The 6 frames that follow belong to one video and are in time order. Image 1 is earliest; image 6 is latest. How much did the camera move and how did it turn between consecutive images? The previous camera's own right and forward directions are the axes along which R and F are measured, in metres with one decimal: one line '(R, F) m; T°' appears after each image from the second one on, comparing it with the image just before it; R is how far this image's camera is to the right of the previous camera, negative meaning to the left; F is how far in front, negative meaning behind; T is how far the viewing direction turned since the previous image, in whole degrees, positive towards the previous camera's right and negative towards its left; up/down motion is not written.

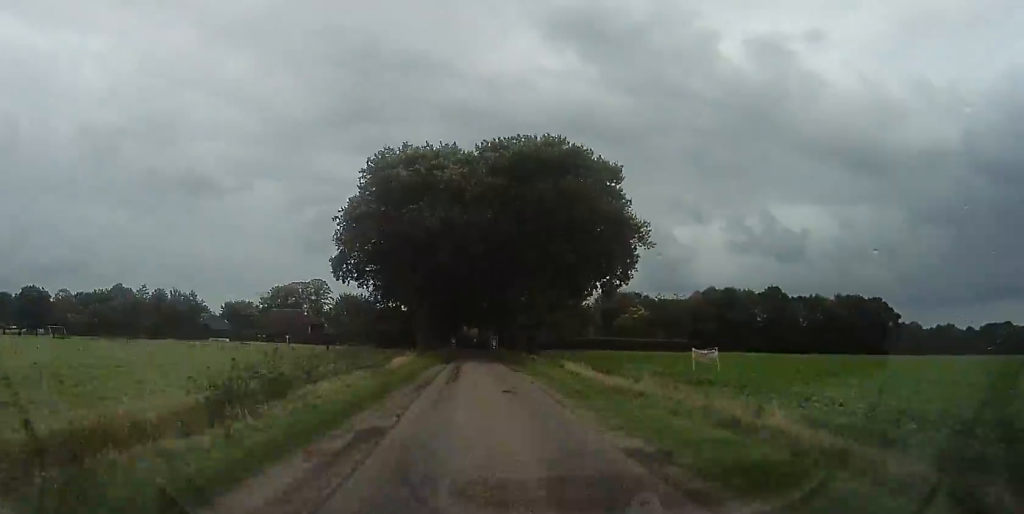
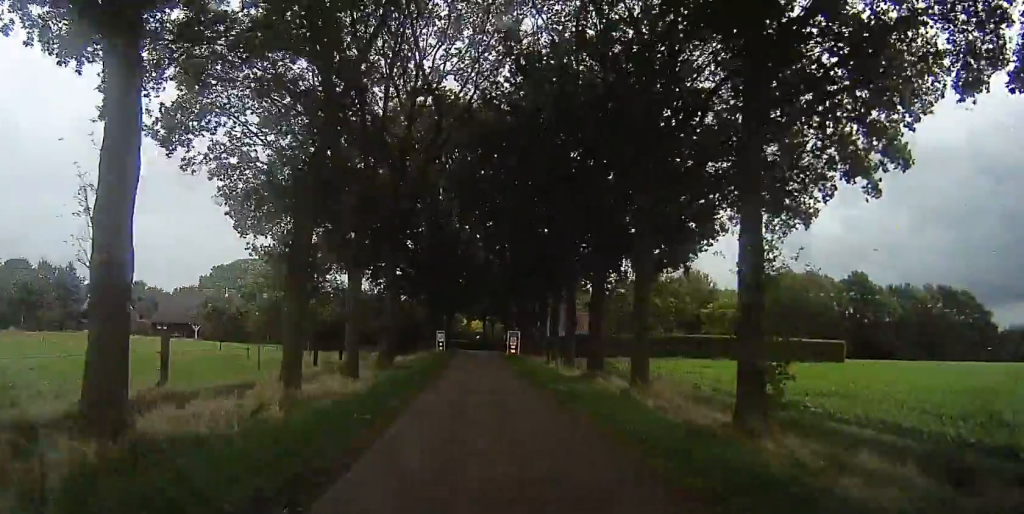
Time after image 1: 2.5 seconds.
(+0.9, +41.8) m; -2°
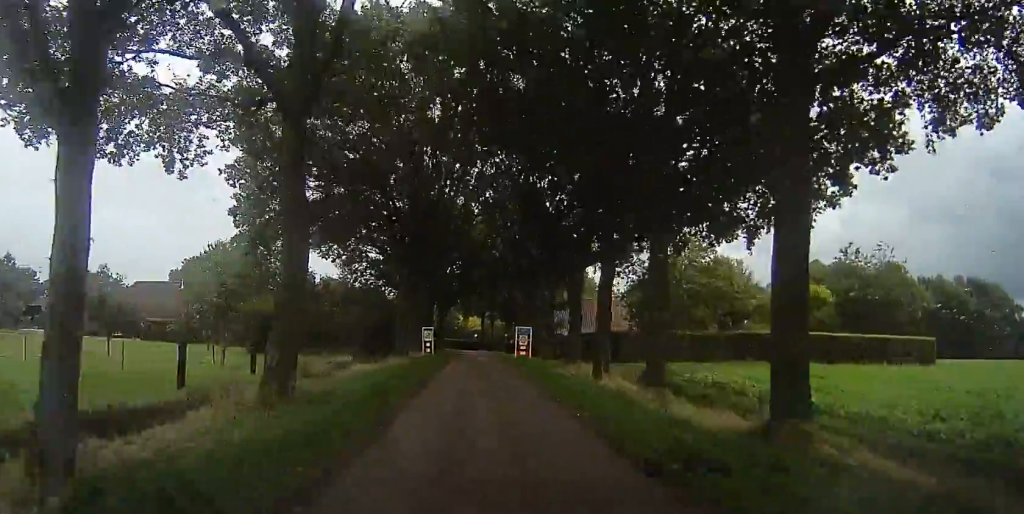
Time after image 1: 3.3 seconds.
(-0.1, +12.6) m; +2°
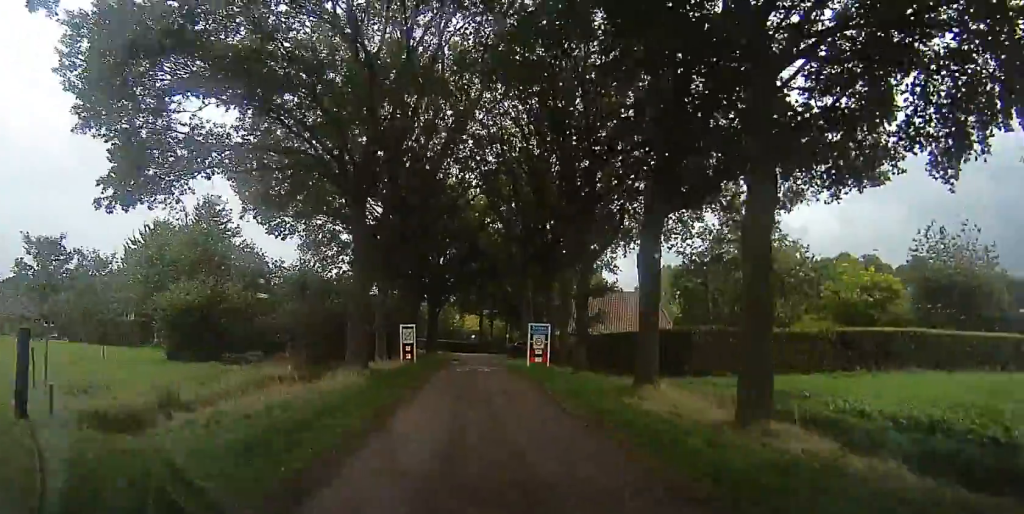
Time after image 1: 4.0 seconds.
(+0.3, +10.9) m; +3°
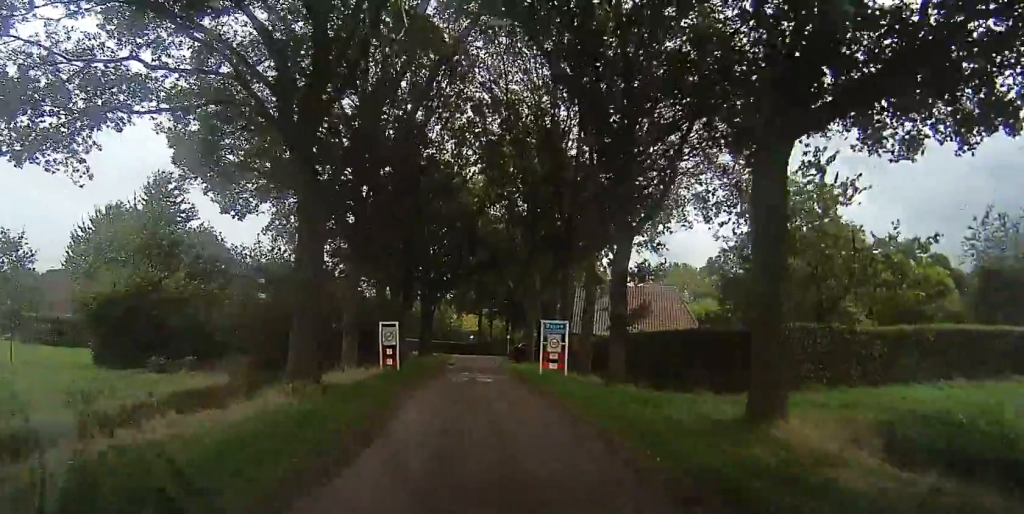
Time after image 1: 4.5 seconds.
(+0.2, +6.3) m; +2°
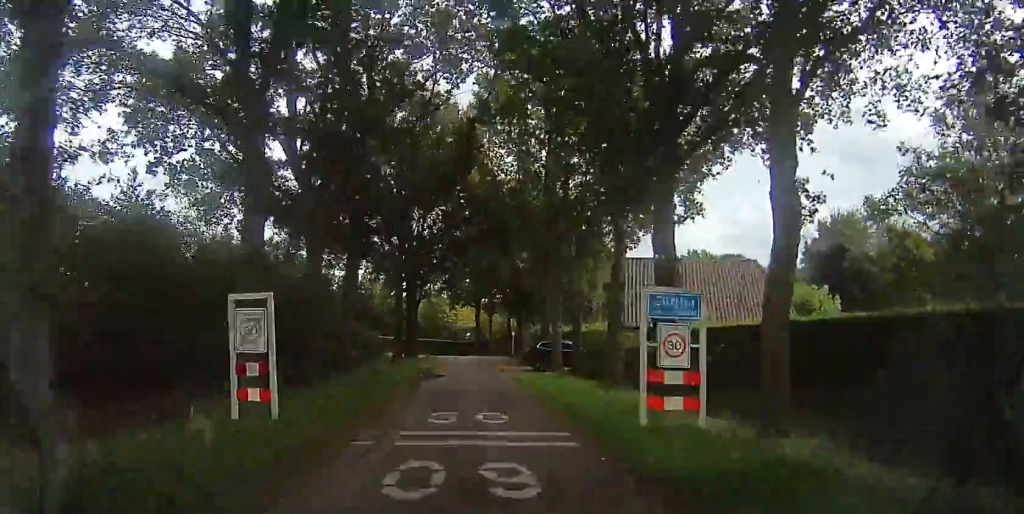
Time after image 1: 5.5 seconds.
(+0.2, +14.7) m; -3°
